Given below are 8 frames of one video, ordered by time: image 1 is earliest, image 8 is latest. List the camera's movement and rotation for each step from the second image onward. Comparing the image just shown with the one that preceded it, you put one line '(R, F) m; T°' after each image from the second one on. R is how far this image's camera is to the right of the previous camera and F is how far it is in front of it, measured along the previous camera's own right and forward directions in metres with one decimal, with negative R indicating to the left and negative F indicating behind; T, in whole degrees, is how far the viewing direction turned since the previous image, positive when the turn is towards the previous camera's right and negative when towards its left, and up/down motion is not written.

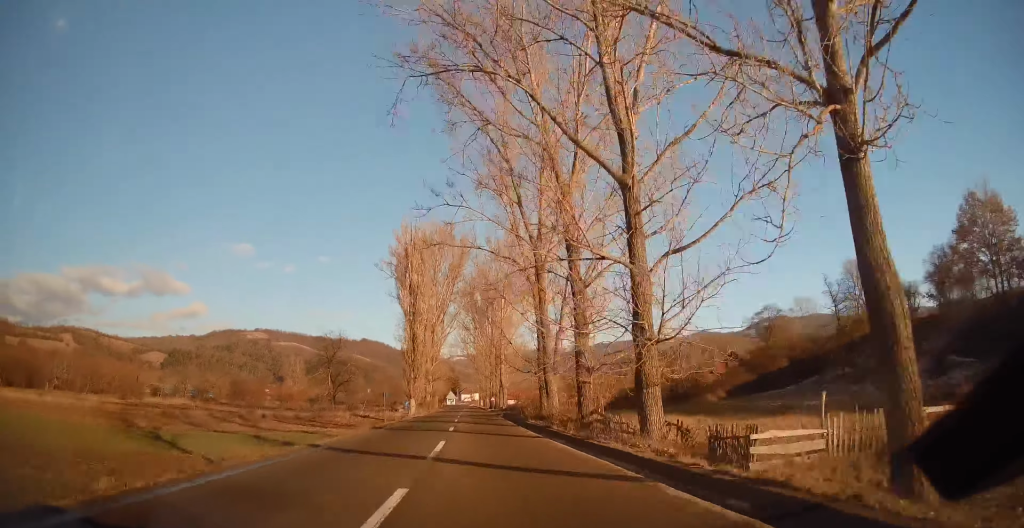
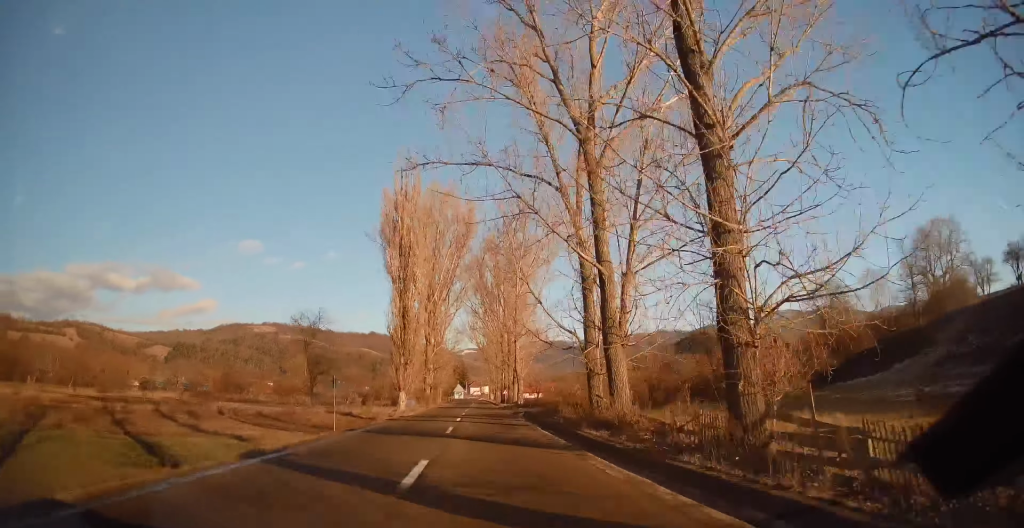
(0.0, +15.4) m; -1°
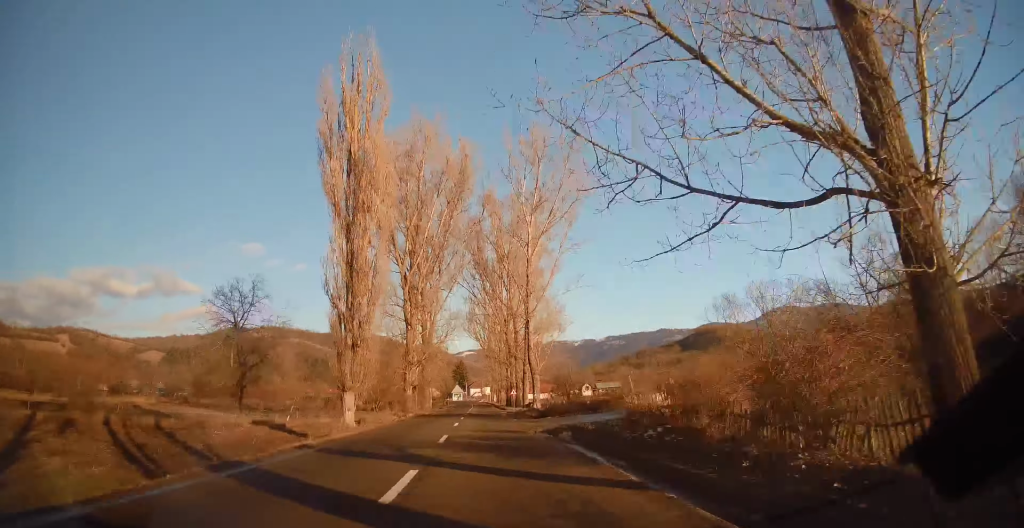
(-0.1, +20.3) m; -1°
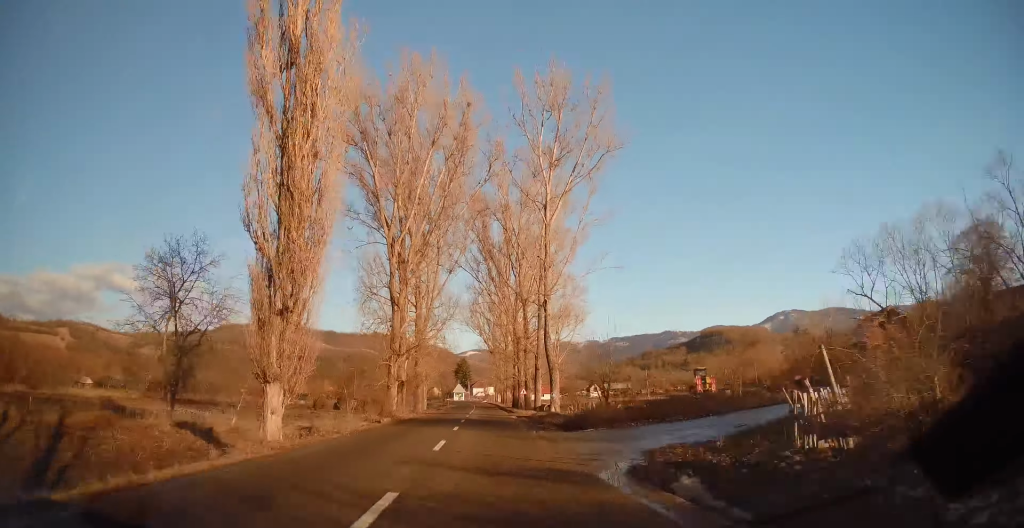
(-0.2, +11.4) m; 0°
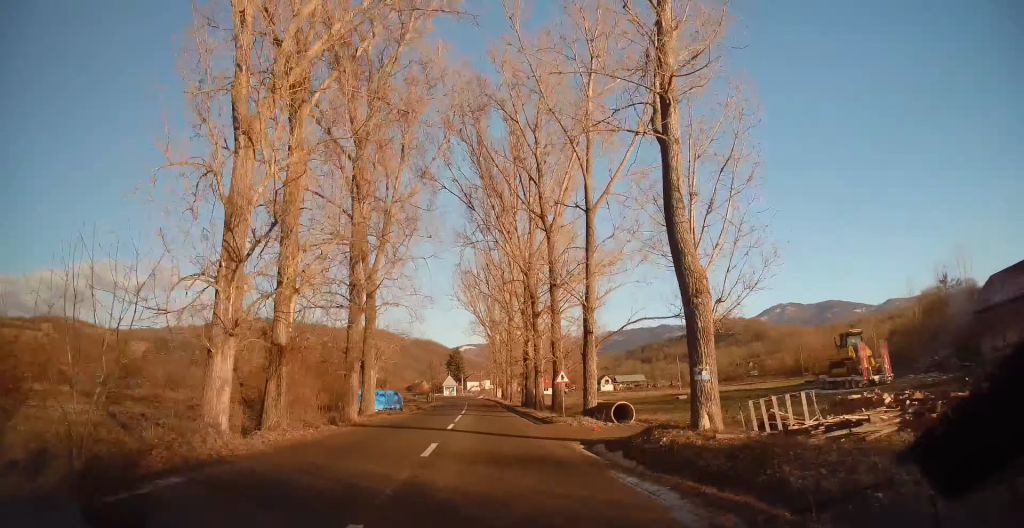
(+0.4, +29.0) m; 0°
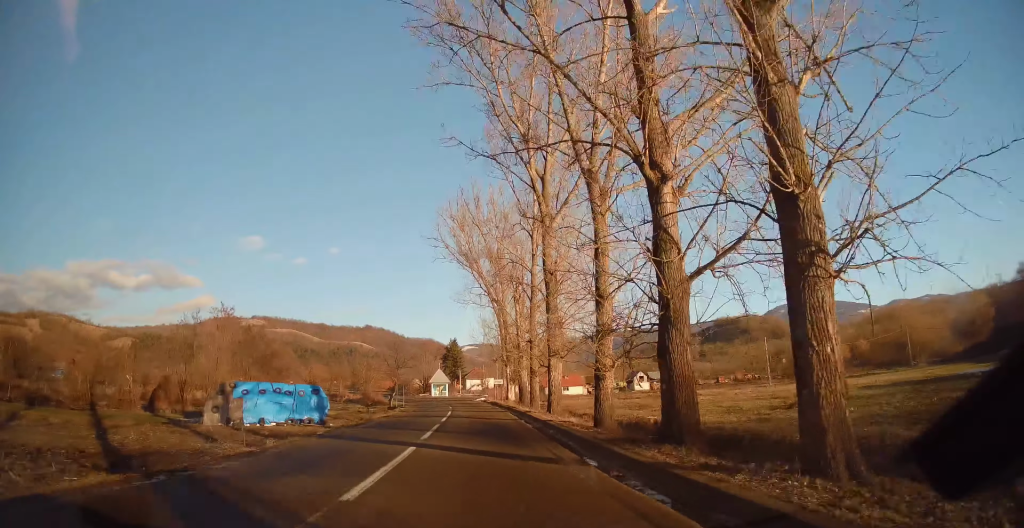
(-0.1, +40.3) m; -1°
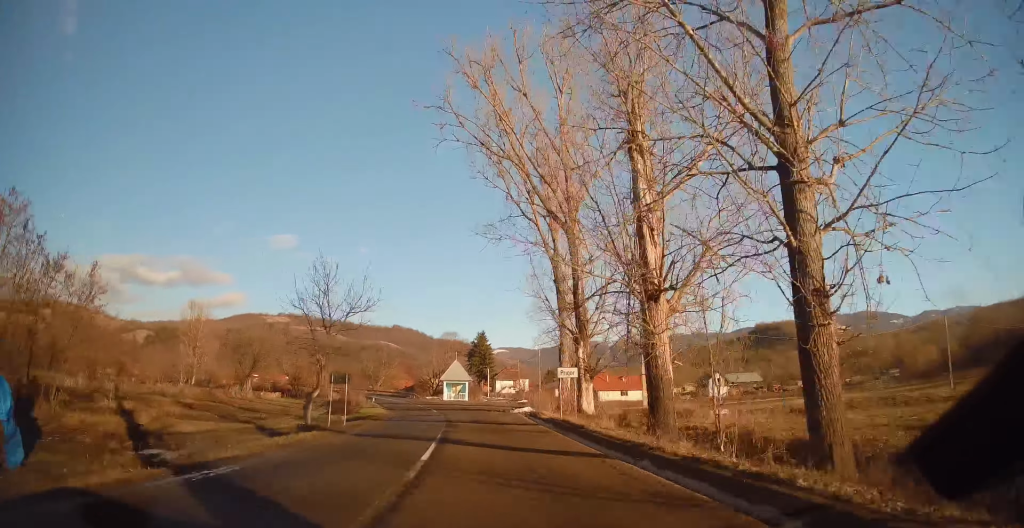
(-1.2, +33.2) m; -4°
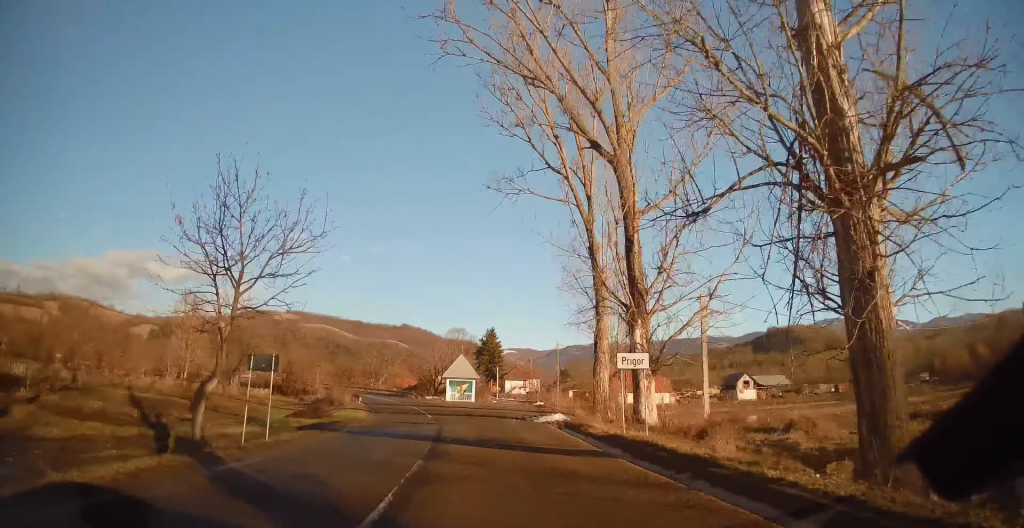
(+0.1, +10.2) m; -1°
